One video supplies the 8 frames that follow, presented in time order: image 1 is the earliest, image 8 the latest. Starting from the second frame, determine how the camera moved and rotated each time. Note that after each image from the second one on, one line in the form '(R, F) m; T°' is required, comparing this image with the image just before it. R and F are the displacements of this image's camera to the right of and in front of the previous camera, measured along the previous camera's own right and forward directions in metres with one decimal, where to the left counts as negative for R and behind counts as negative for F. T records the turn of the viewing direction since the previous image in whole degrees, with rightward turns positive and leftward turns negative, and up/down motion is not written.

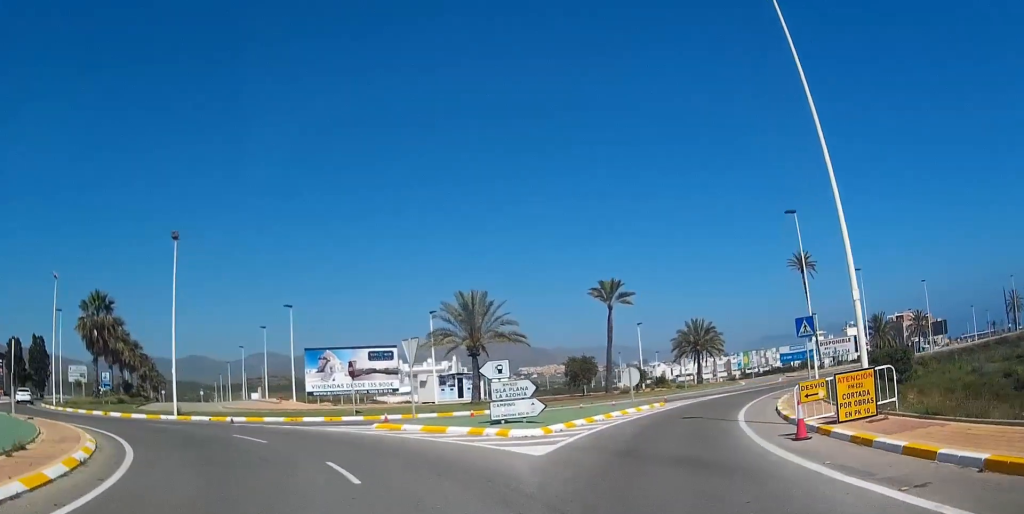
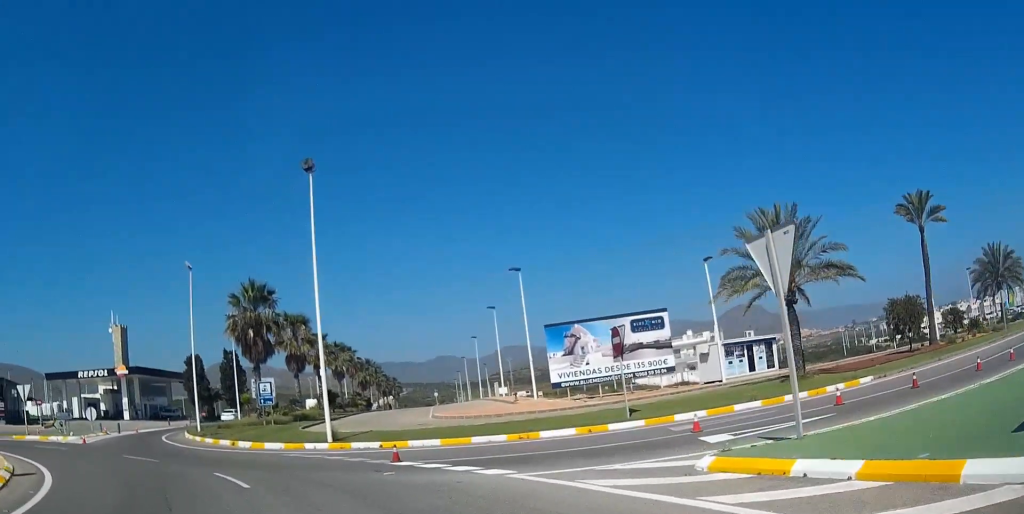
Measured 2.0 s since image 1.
(-0.8, +10.4) m; -19°
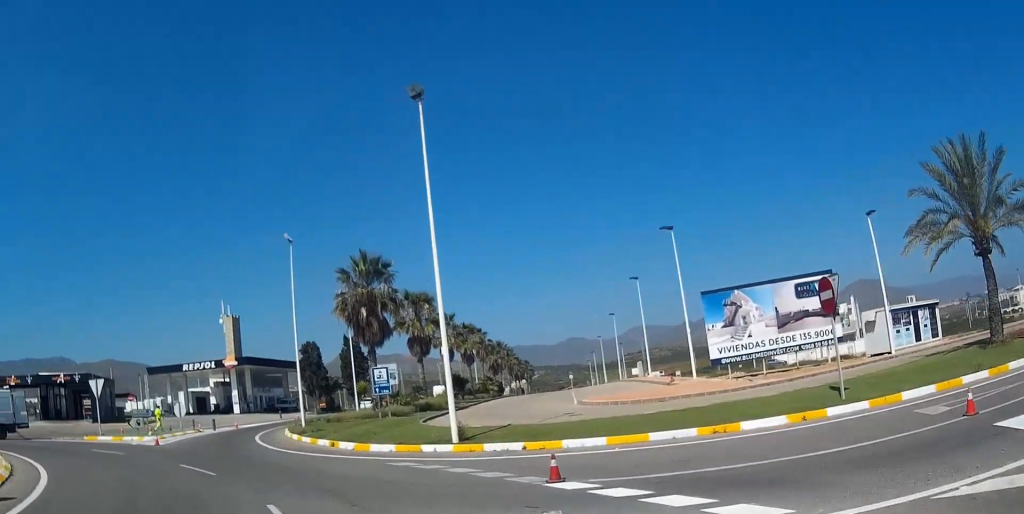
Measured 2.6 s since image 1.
(-0.7, +4.1) m; -9°
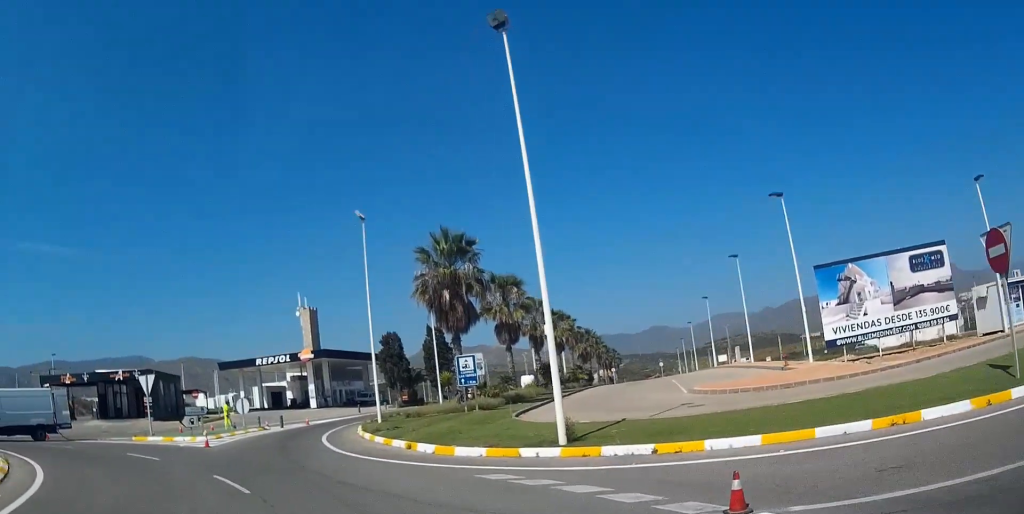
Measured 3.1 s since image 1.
(-0.1, +2.9) m; -1°
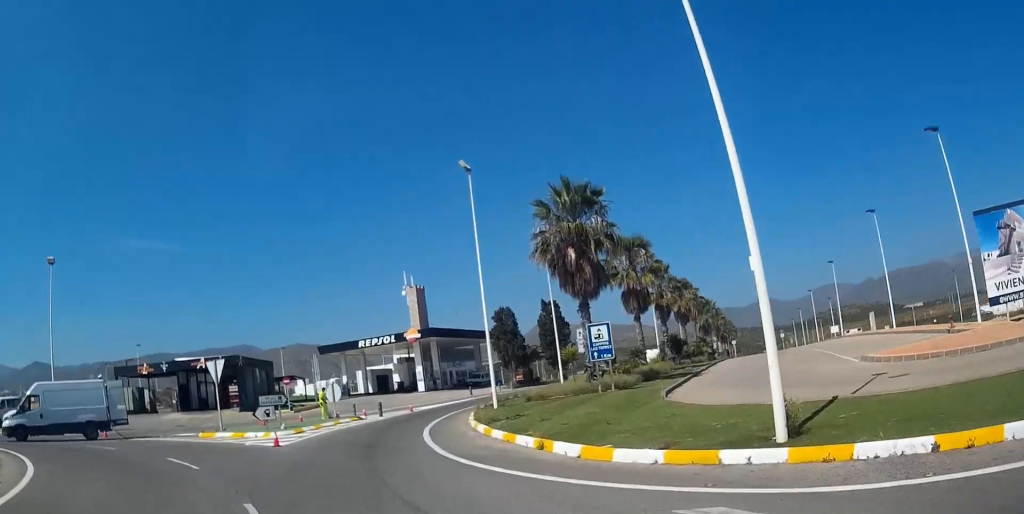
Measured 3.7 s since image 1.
(0.0, +4.1) m; 0°
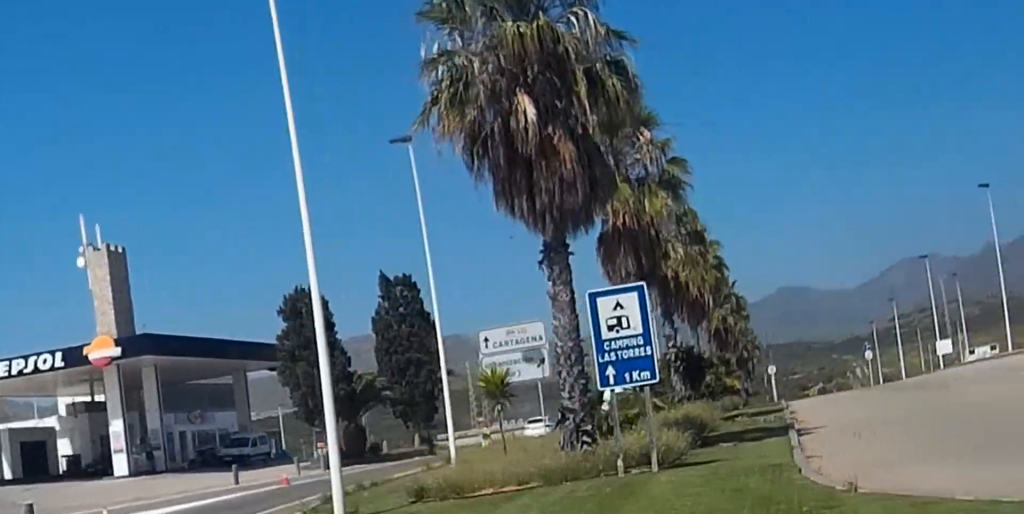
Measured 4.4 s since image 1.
(0.0, +5.6) m; -9°
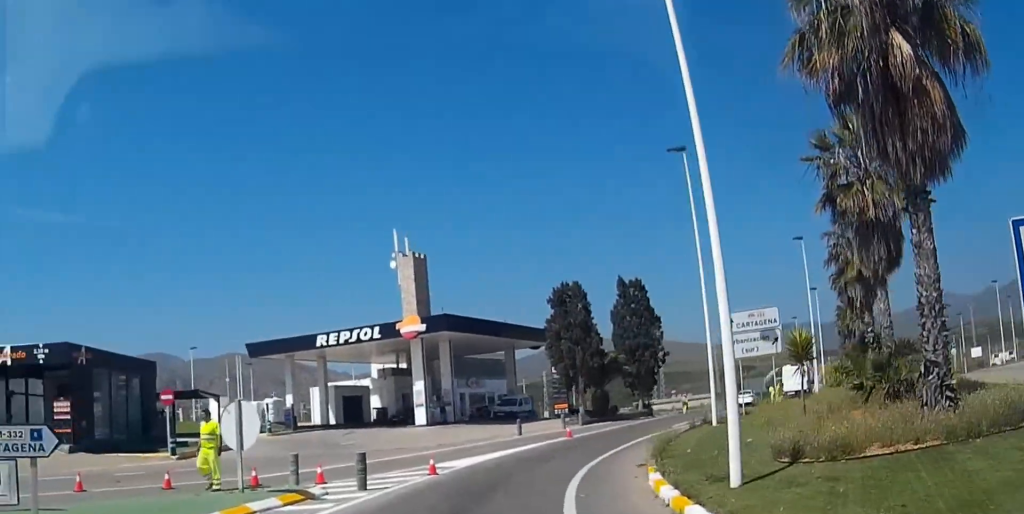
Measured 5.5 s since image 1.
(-1.2, +7.7) m; -15°
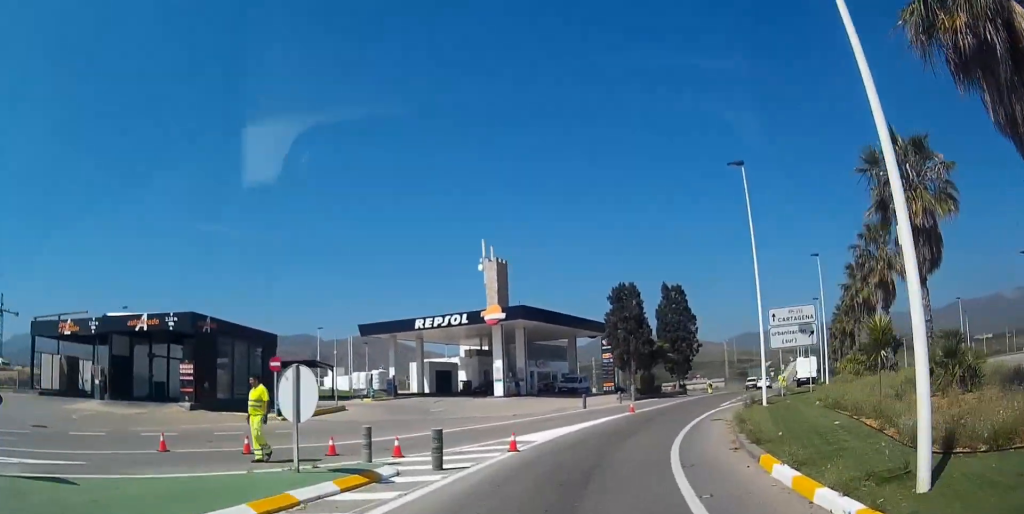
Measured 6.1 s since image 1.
(-0.4, +4.8) m; -5°
